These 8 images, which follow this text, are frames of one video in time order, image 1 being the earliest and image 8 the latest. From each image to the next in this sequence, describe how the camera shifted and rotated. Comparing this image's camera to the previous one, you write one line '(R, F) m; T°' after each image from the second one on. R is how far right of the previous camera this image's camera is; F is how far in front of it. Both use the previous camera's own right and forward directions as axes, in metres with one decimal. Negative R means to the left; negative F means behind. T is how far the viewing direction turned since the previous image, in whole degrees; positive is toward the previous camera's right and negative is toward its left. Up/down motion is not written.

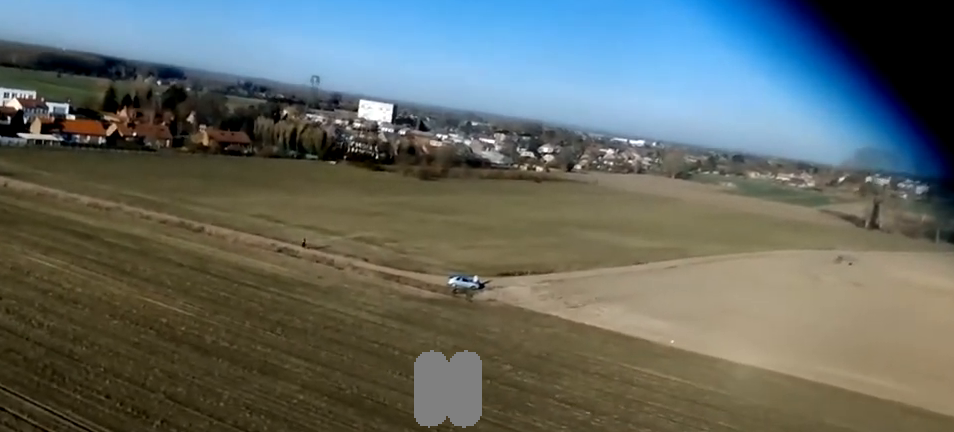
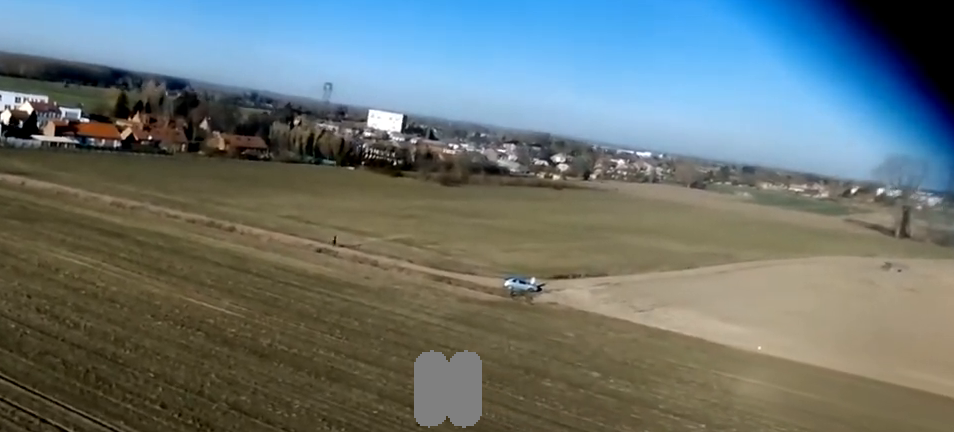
(+0.2, +9.5) m; +5°
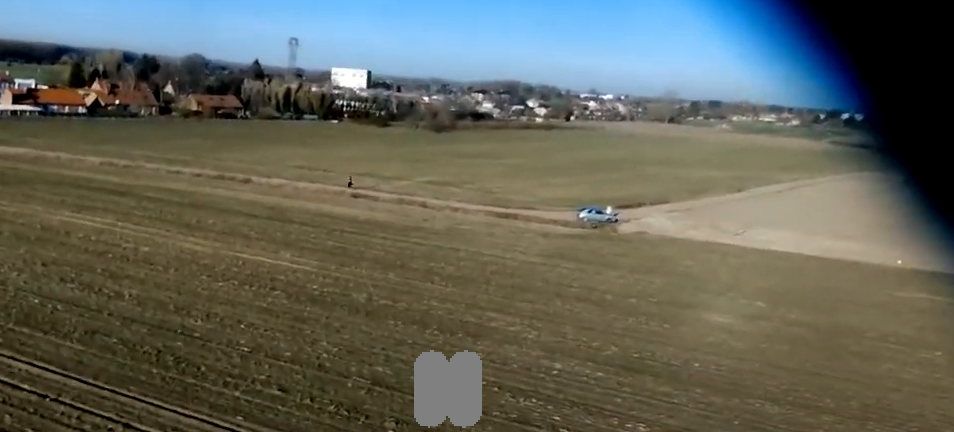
(+1.5, +16.4) m; +9°
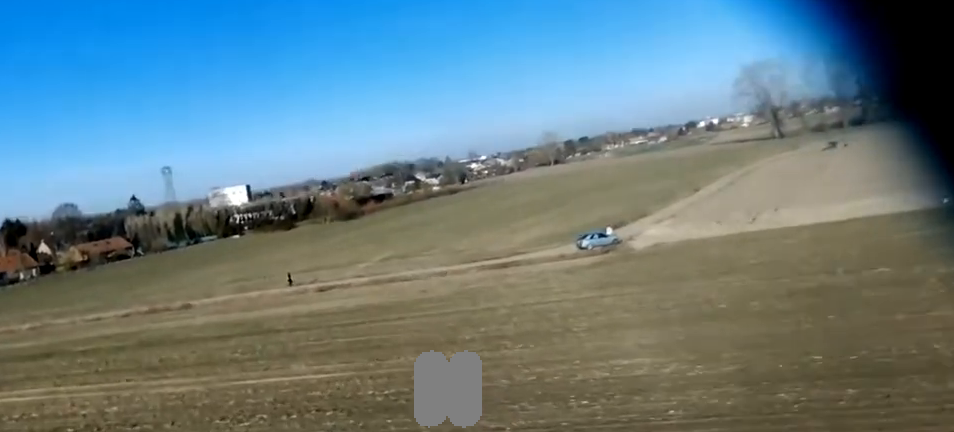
(+0.9, +13.3) m; +4°
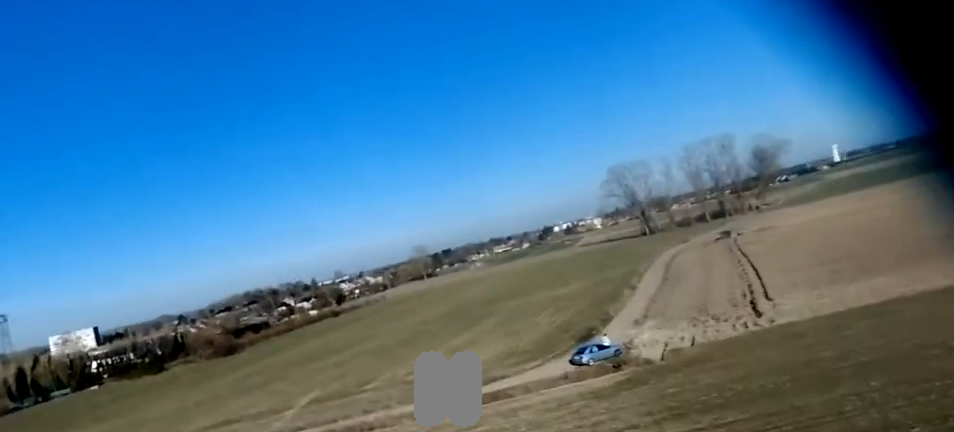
(+0.1, +14.4) m; +4°
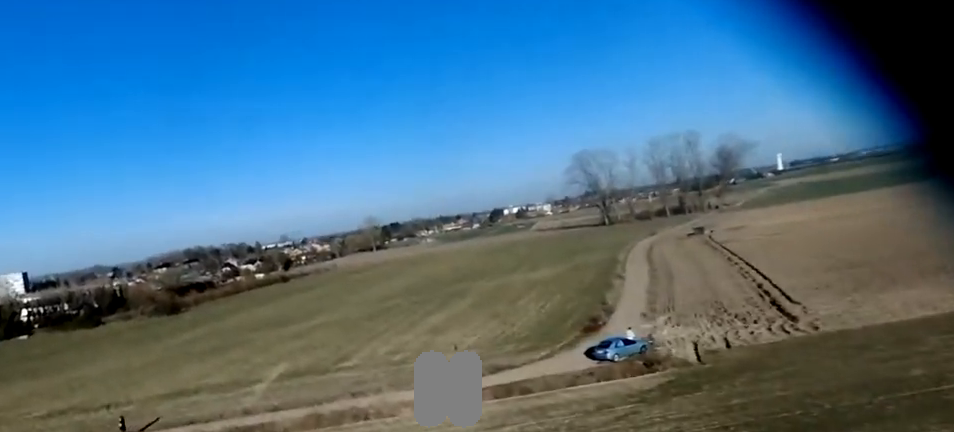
(-0.3, +9.9) m; +6°
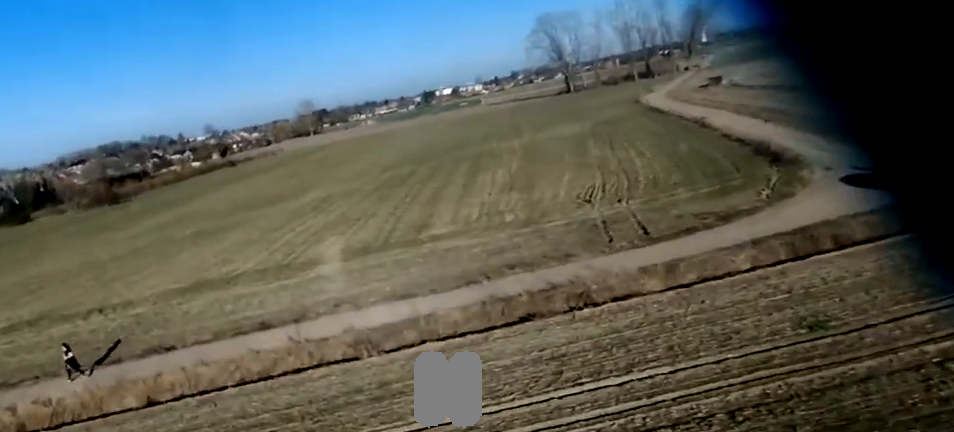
(+5.3, +25.4) m; +20°
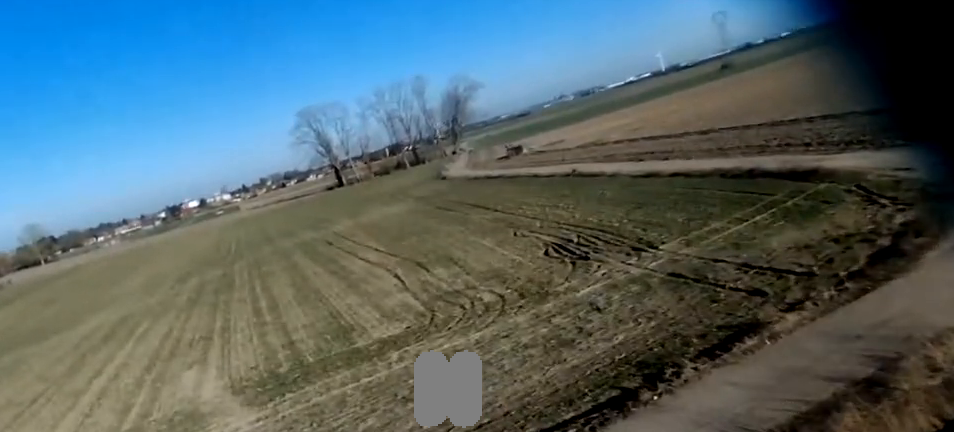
(+2.1, +19.3) m; +18°
